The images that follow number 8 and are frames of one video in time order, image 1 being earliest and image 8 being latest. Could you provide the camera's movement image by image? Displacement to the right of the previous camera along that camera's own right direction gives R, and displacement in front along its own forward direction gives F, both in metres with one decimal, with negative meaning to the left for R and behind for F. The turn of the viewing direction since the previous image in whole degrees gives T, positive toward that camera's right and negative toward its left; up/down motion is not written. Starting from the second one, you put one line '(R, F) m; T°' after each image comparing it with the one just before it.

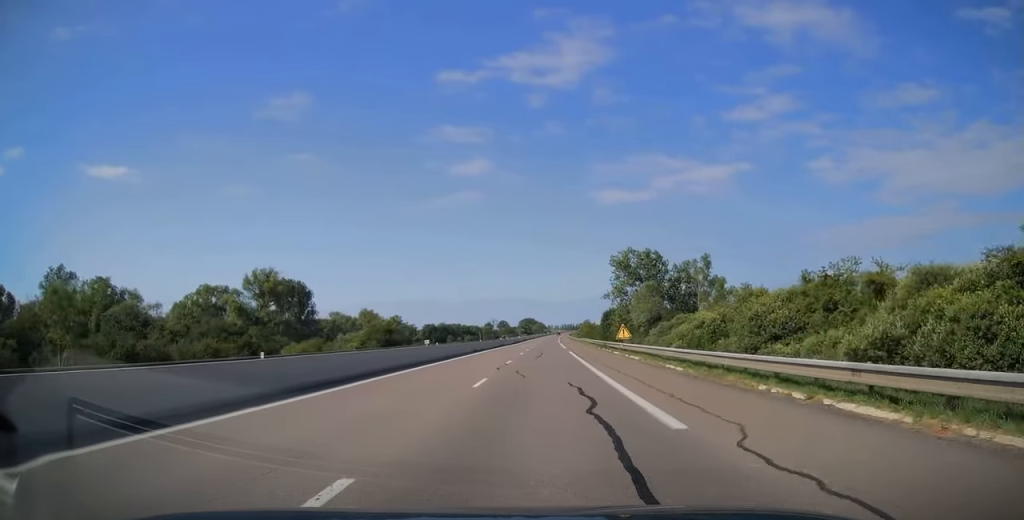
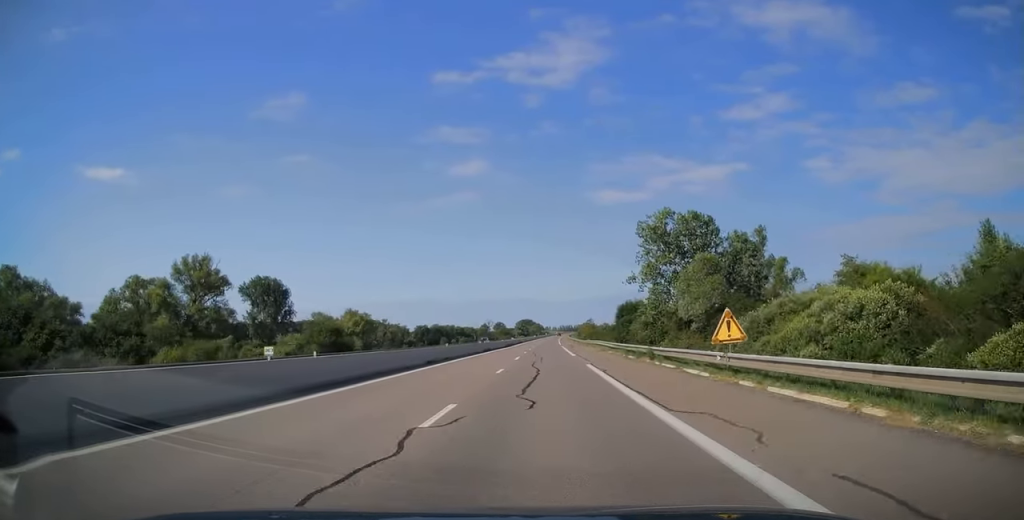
(0.0, +20.4) m; 0°
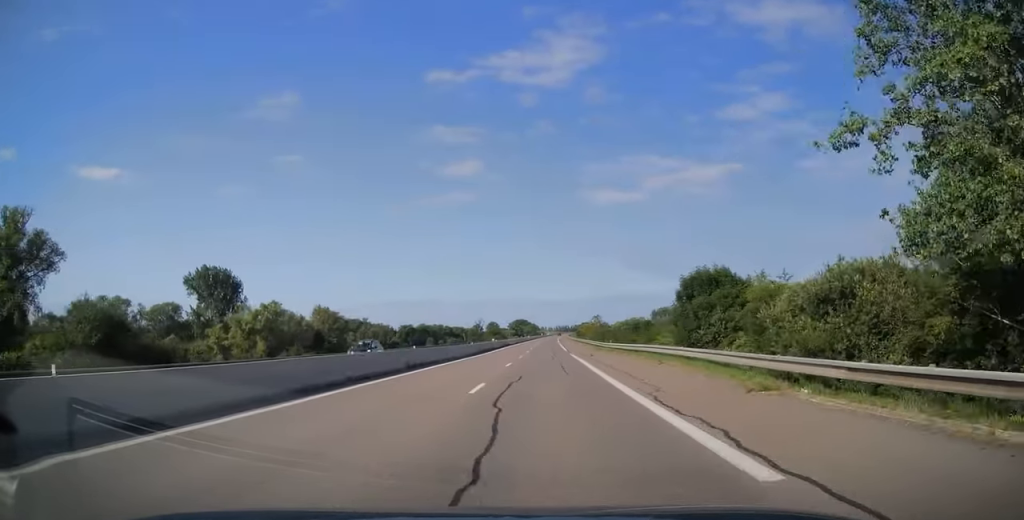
(+0.1, +34.6) m; 0°
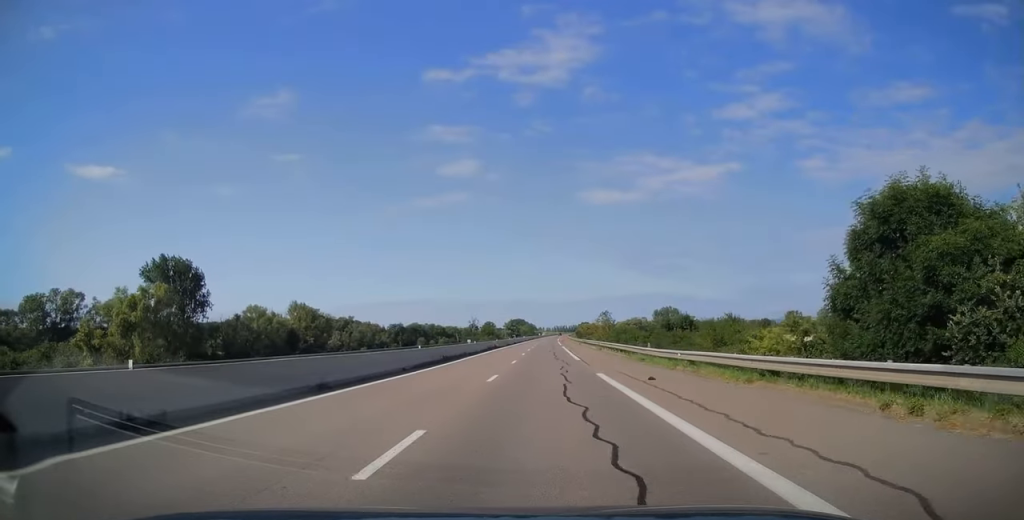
(0.0, +22.6) m; 0°
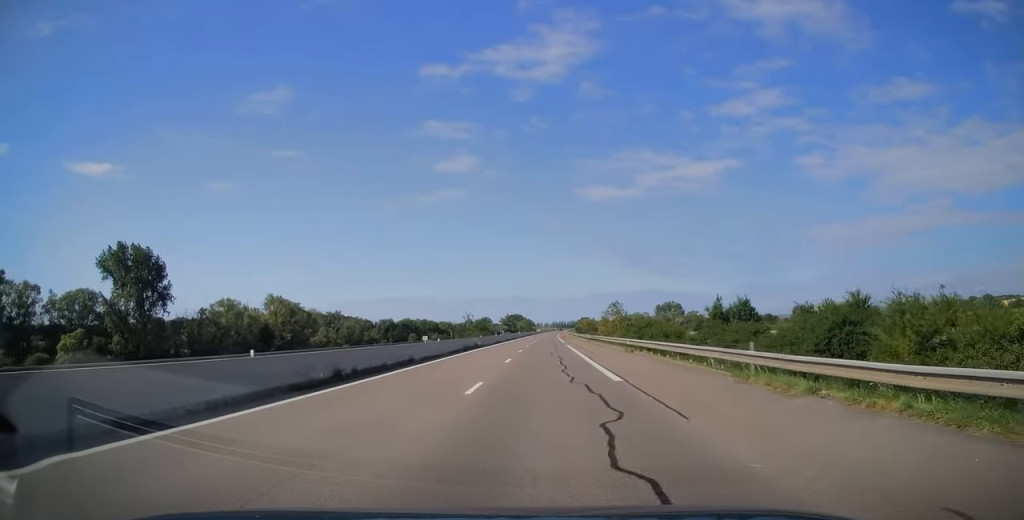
(0.0, +19.2) m; 0°
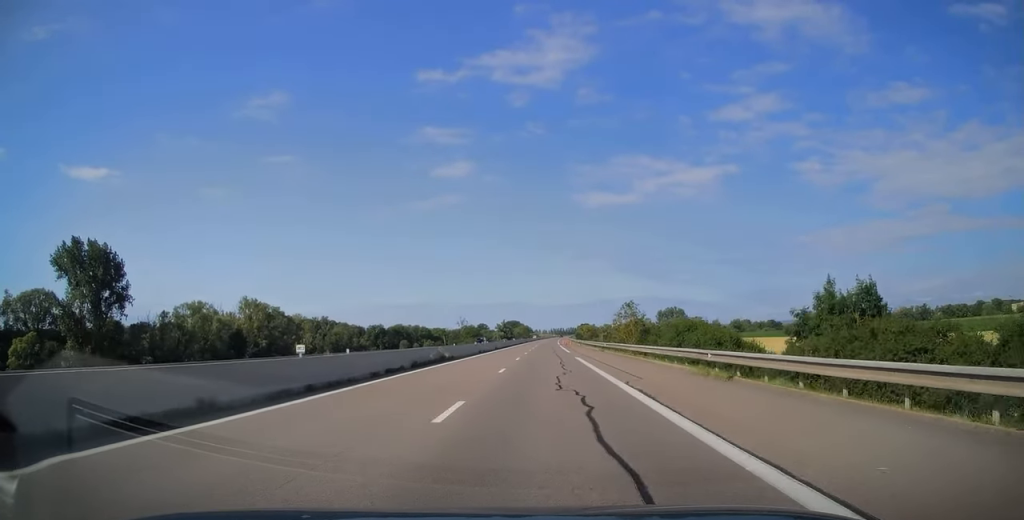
(+0.1, +17.6) m; 0°
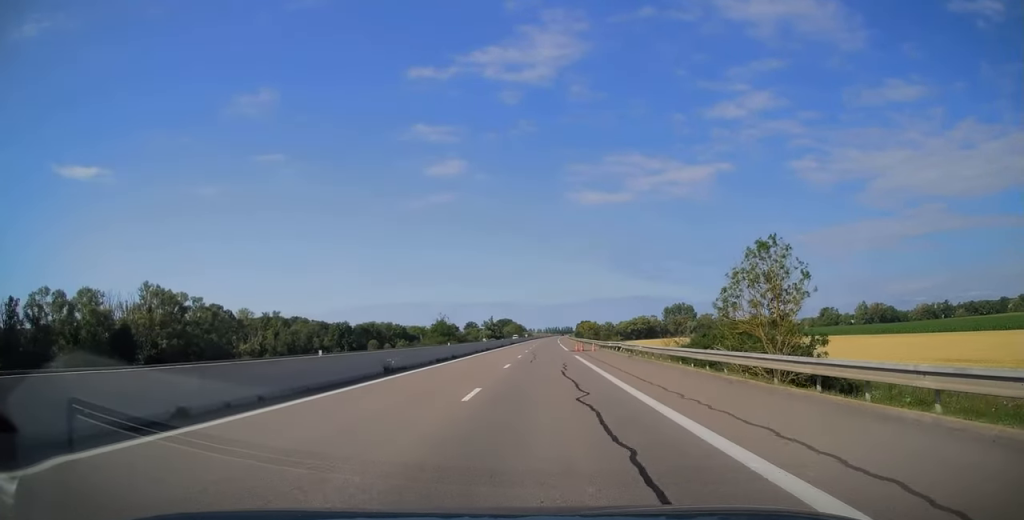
(+0.2, +50.8) m; +1°
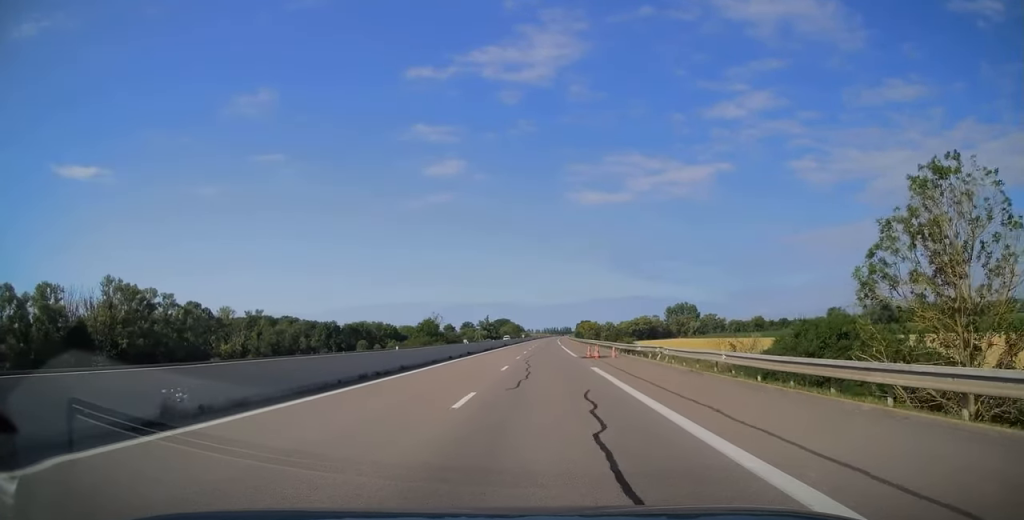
(+0.1, +14.6) m; 0°
